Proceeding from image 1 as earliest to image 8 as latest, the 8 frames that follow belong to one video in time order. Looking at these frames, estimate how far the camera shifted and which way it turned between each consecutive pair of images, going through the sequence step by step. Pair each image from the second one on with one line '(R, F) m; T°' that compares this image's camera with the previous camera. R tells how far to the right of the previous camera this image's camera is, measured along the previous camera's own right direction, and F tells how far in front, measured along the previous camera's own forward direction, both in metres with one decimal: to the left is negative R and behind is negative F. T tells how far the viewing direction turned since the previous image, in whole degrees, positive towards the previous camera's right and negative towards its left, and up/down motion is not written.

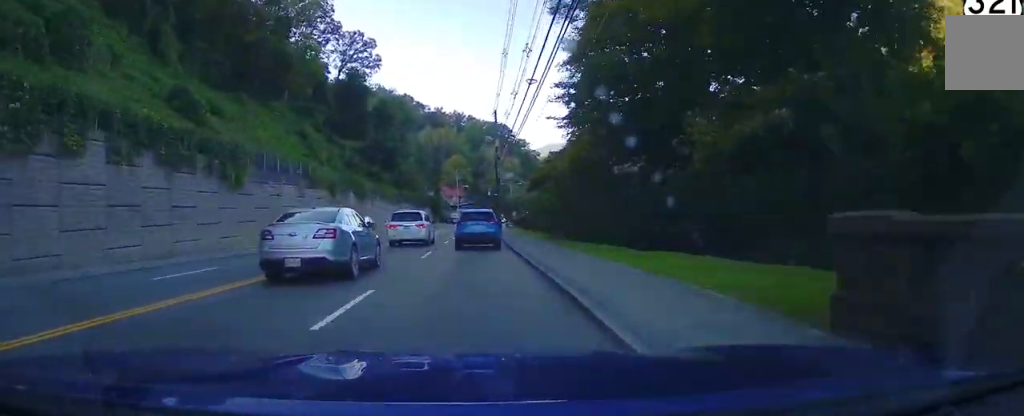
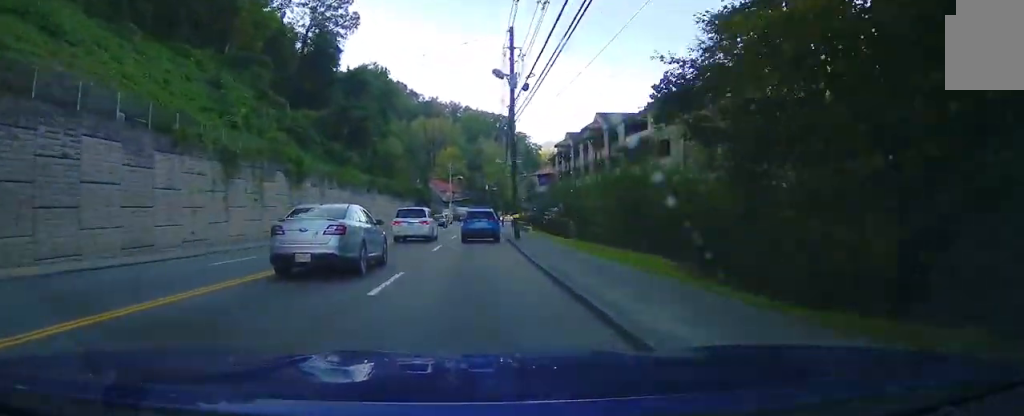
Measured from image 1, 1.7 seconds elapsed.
(0.0, +22.0) m; +1°
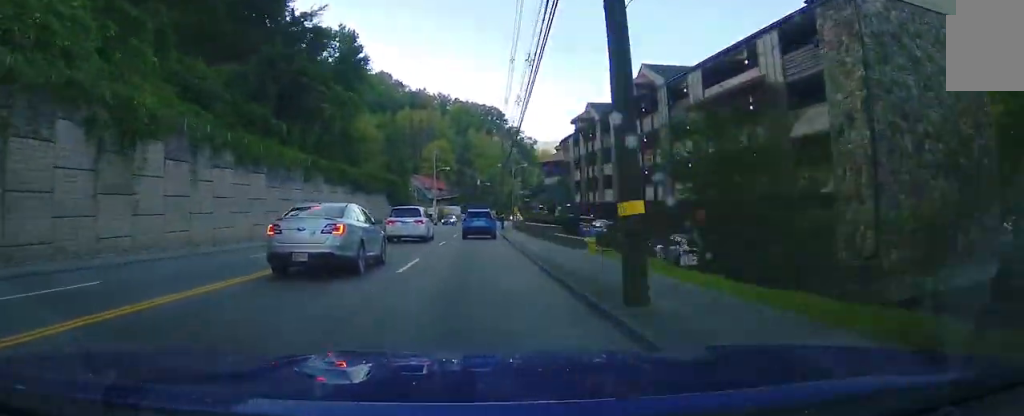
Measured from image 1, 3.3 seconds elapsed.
(+0.3, +21.0) m; +2°
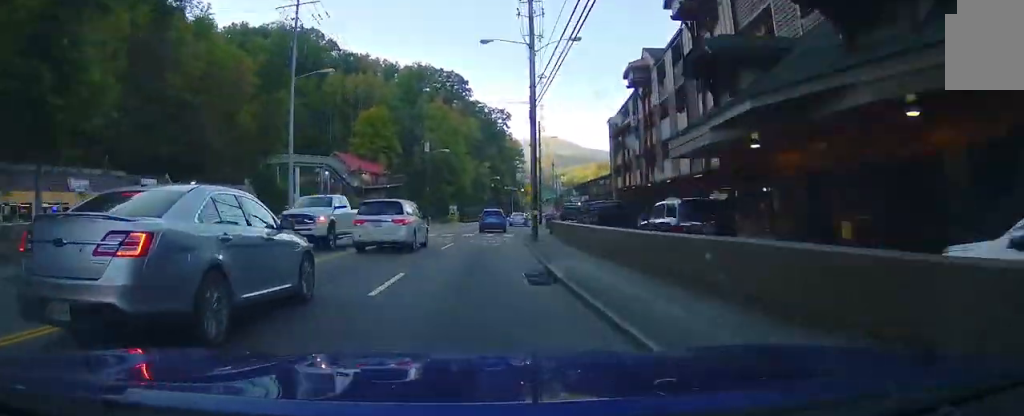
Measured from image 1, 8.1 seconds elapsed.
(+2.6, +63.7) m; +6°
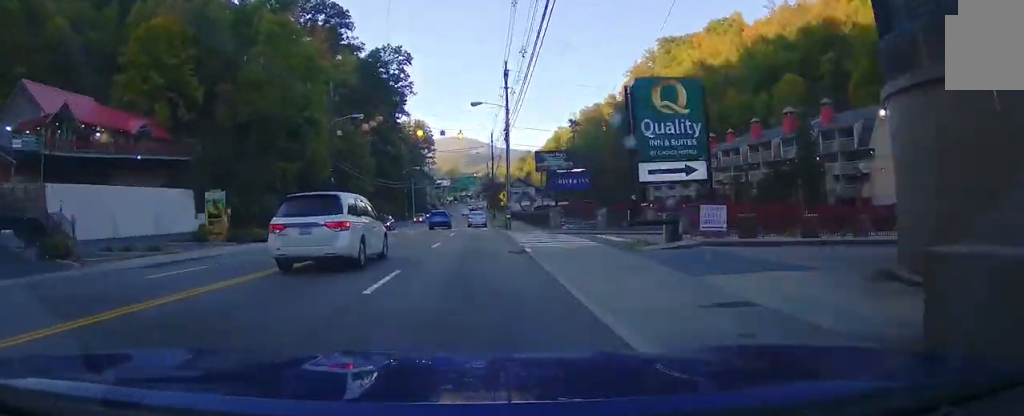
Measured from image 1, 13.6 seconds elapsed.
(+4.9, +73.9) m; +6°
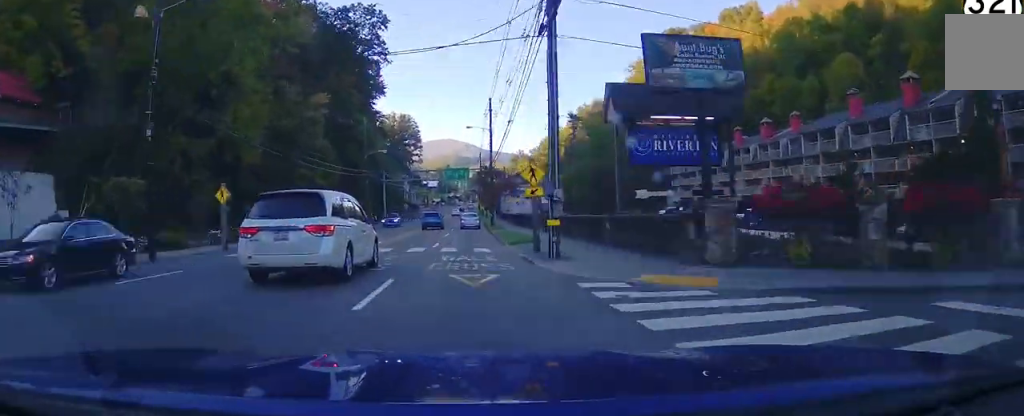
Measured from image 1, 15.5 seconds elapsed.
(+0.2, +25.6) m; 0°
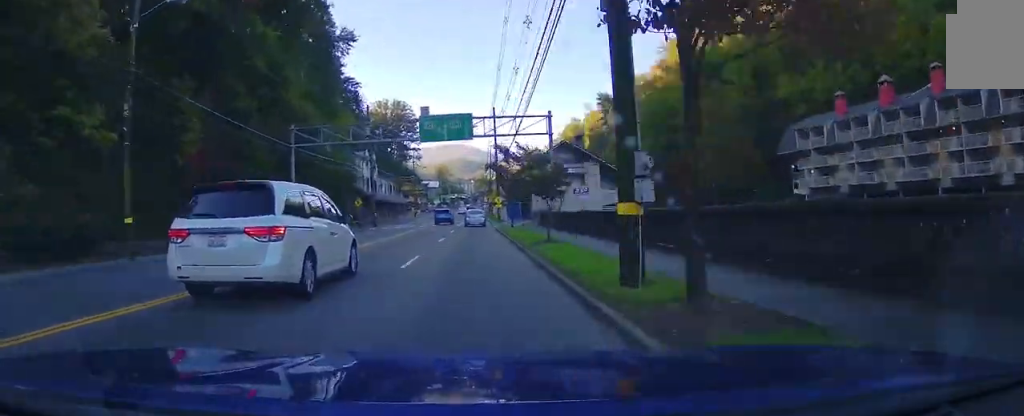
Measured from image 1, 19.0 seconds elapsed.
(+0.1, +47.5) m; 0°
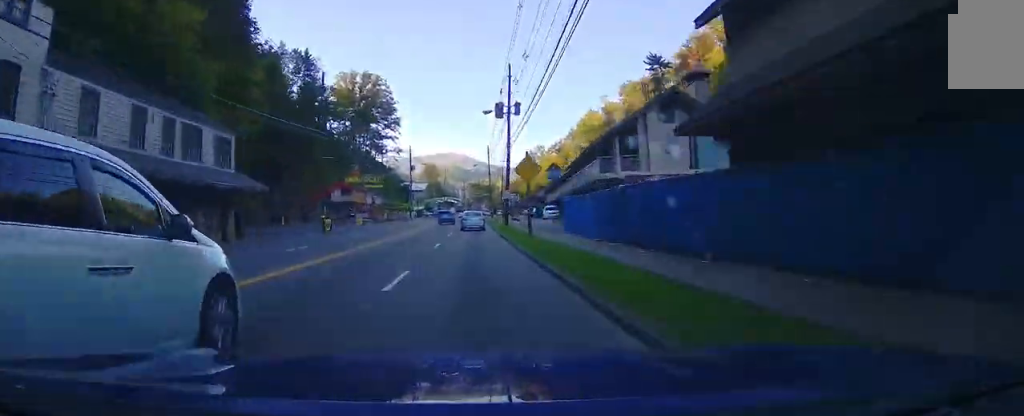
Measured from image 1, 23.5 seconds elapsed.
(0.0, +62.4) m; +1°
